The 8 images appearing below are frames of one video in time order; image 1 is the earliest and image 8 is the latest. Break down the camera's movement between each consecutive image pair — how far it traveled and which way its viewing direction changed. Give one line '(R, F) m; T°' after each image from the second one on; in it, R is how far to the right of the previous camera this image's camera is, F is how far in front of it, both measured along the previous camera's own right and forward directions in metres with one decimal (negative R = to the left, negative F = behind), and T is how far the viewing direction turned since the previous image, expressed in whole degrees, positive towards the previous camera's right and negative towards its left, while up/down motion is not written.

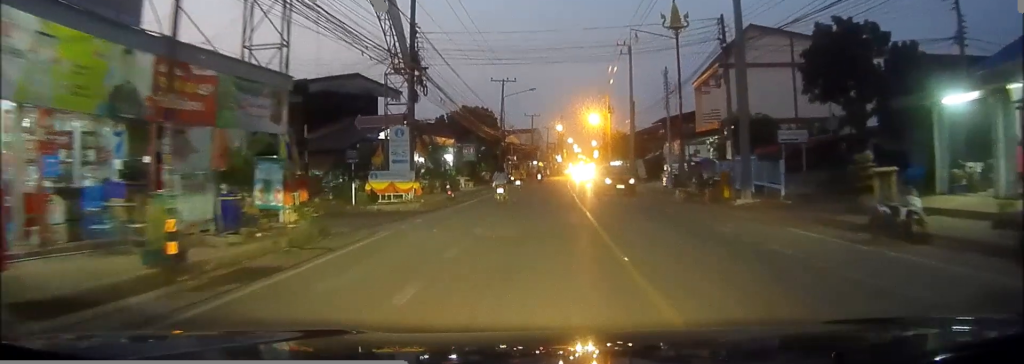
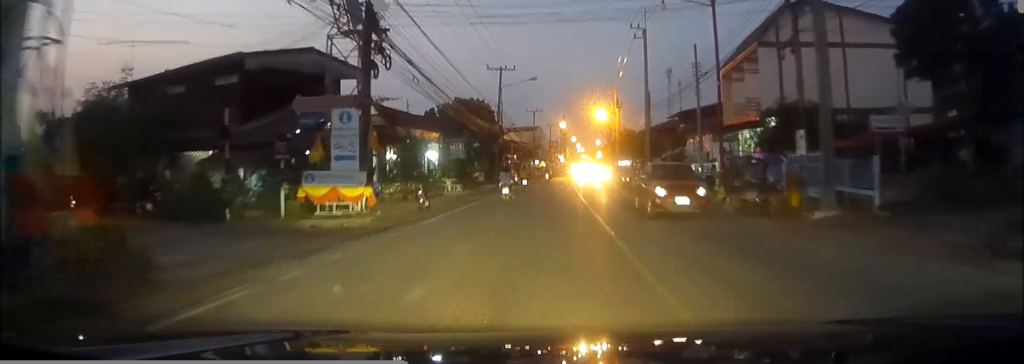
(-0.2, +7.8) m; -1°
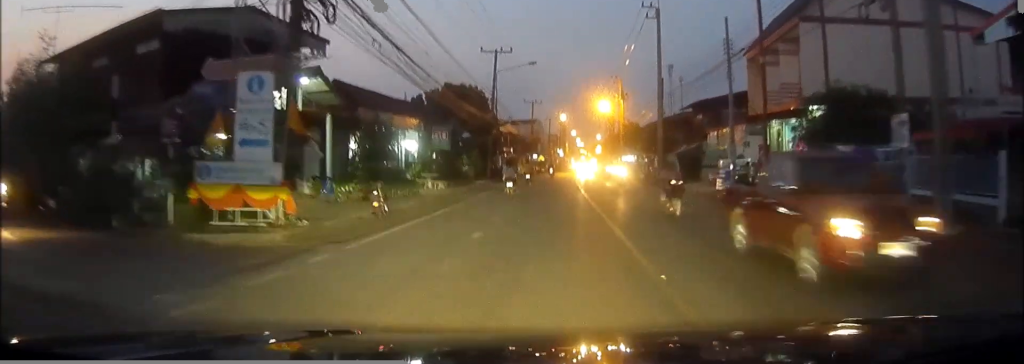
(0.0, +6.1) m; 0°
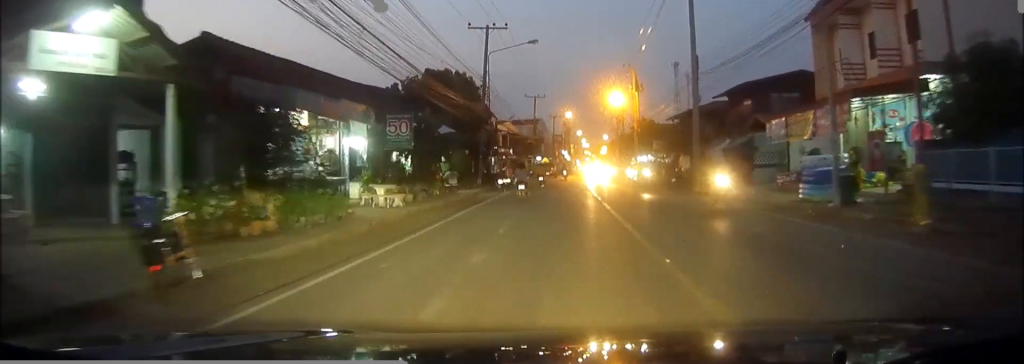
(0.0, +9.9) m; 0°
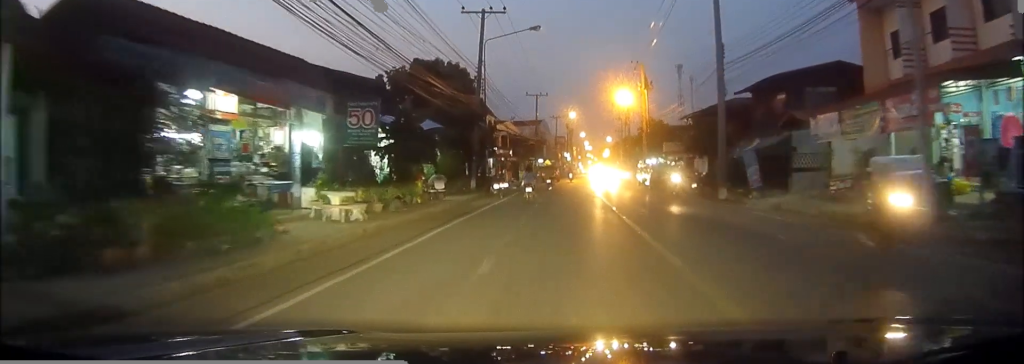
(0.0, +5.0) m; 0°
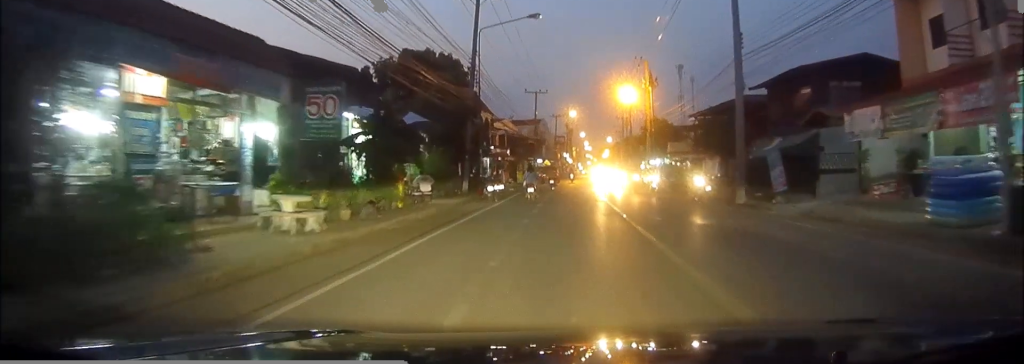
(0.0, +3.1) m; 0°
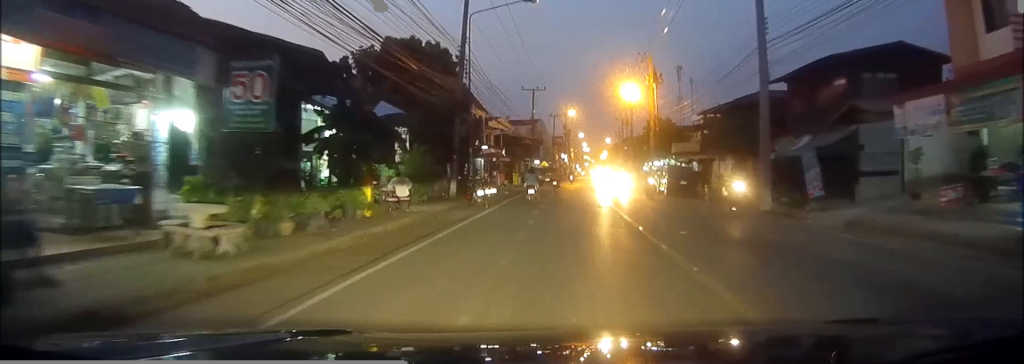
(0.0, +3.9) m; 0°
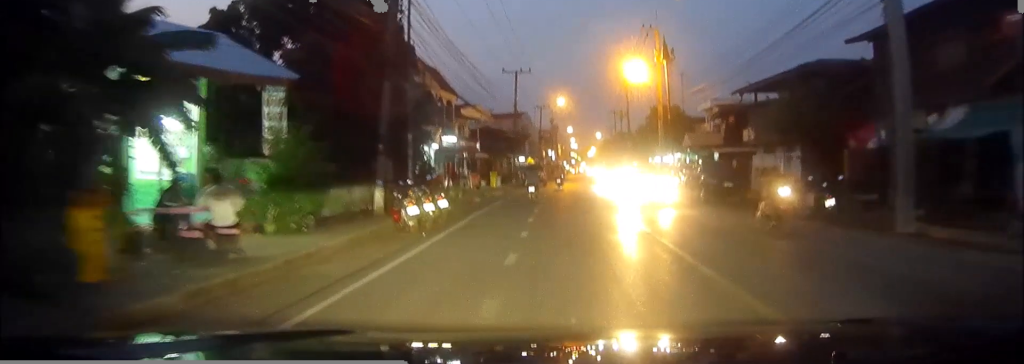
(+0.2, +11.4) m; +1°
